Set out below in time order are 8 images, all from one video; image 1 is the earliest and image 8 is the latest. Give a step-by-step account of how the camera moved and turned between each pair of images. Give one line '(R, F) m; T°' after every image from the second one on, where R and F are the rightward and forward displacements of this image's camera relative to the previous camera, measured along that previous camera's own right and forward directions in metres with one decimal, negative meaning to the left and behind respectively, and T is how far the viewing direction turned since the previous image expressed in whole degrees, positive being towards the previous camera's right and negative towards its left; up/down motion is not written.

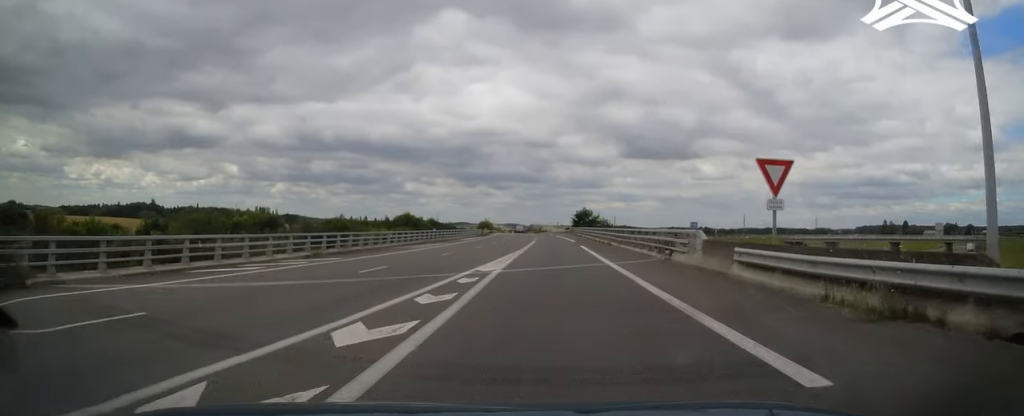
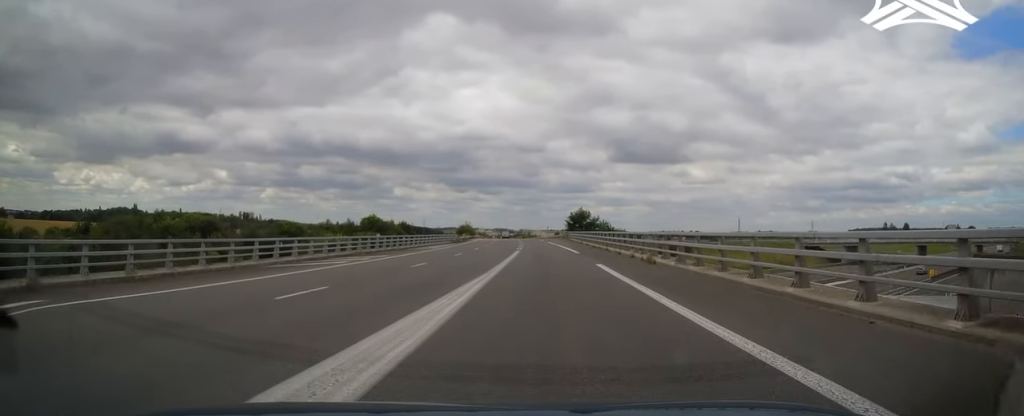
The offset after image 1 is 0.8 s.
(0.0, +19.6) m; +1°
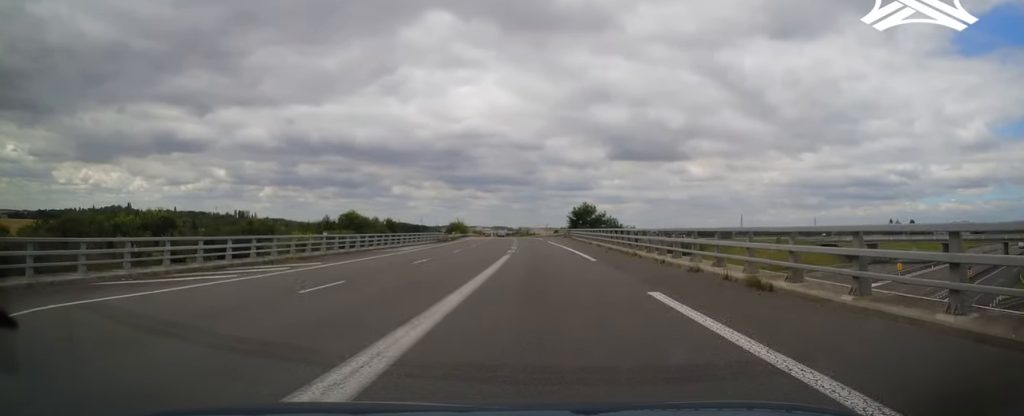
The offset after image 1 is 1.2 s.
(0.0, +11.9) m; 0°
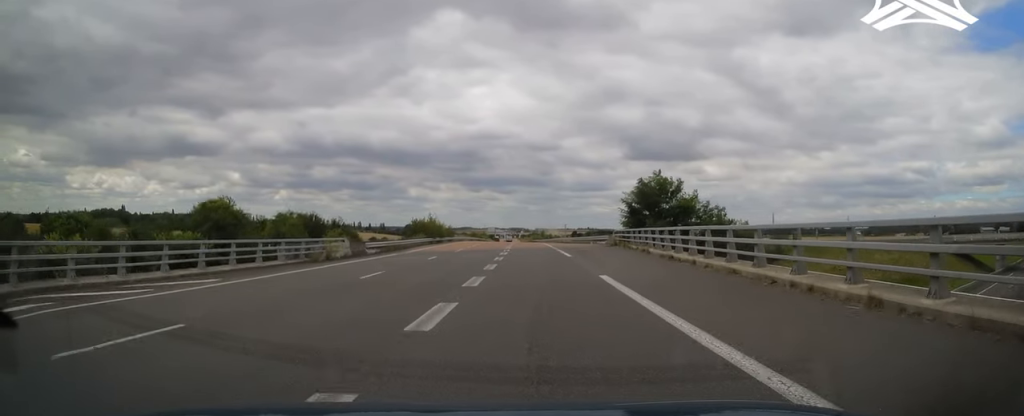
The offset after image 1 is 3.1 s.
(-0.1, +46.9) m; -1°
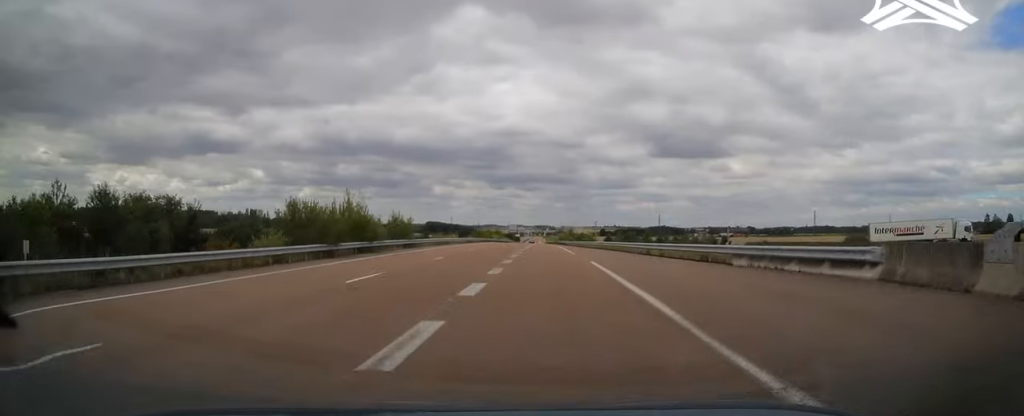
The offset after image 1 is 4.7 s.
(-0.6, +41.7) m; -2°
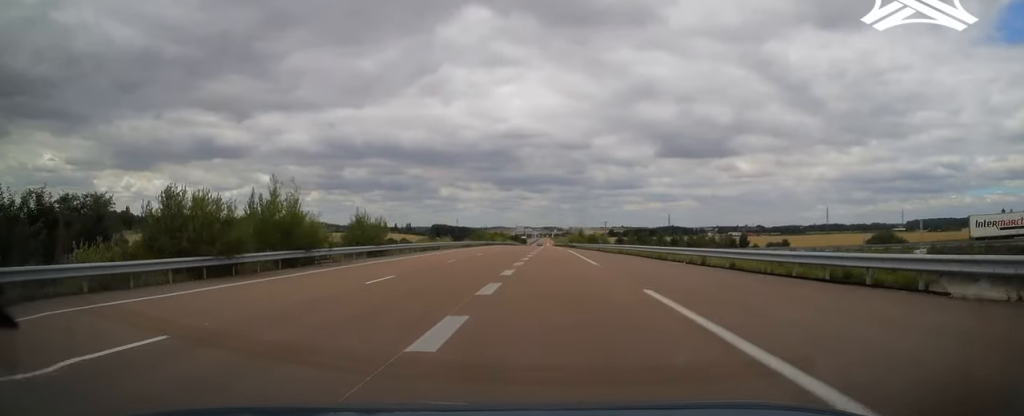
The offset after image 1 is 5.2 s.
(-0.1, +12.0) m; -1°
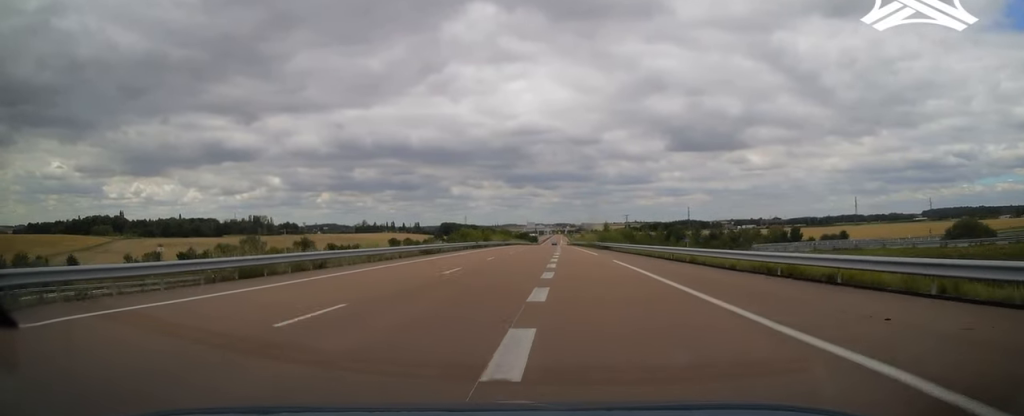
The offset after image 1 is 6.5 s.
(-0.5, +33.9) m; -2°
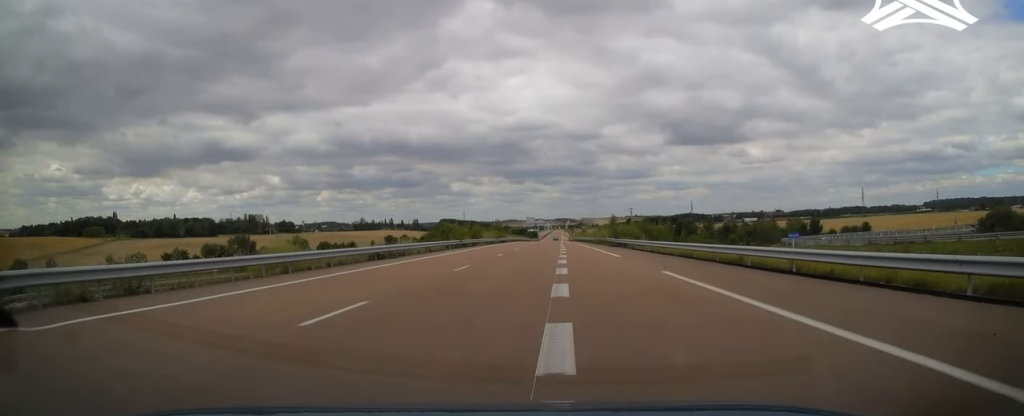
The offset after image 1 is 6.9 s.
(-0.3, +12.8) m; 0°
